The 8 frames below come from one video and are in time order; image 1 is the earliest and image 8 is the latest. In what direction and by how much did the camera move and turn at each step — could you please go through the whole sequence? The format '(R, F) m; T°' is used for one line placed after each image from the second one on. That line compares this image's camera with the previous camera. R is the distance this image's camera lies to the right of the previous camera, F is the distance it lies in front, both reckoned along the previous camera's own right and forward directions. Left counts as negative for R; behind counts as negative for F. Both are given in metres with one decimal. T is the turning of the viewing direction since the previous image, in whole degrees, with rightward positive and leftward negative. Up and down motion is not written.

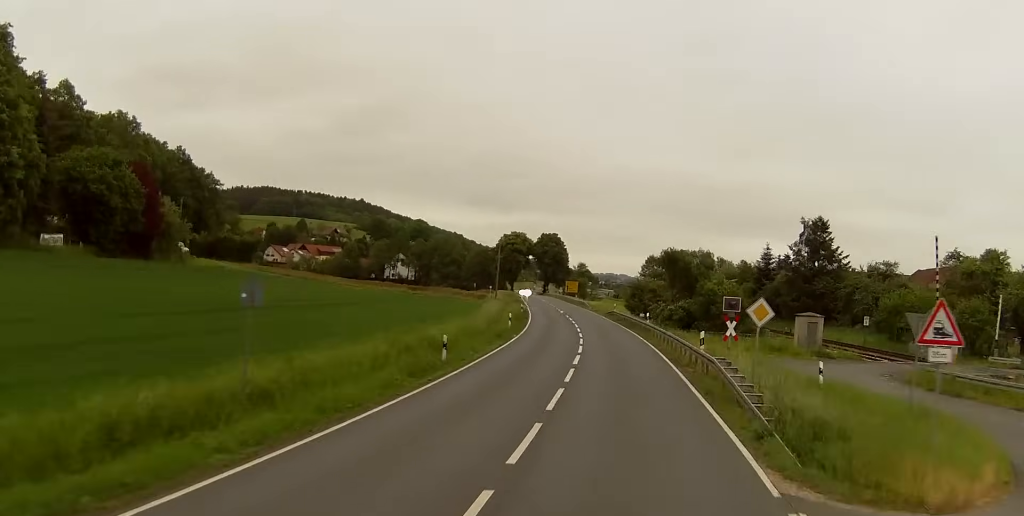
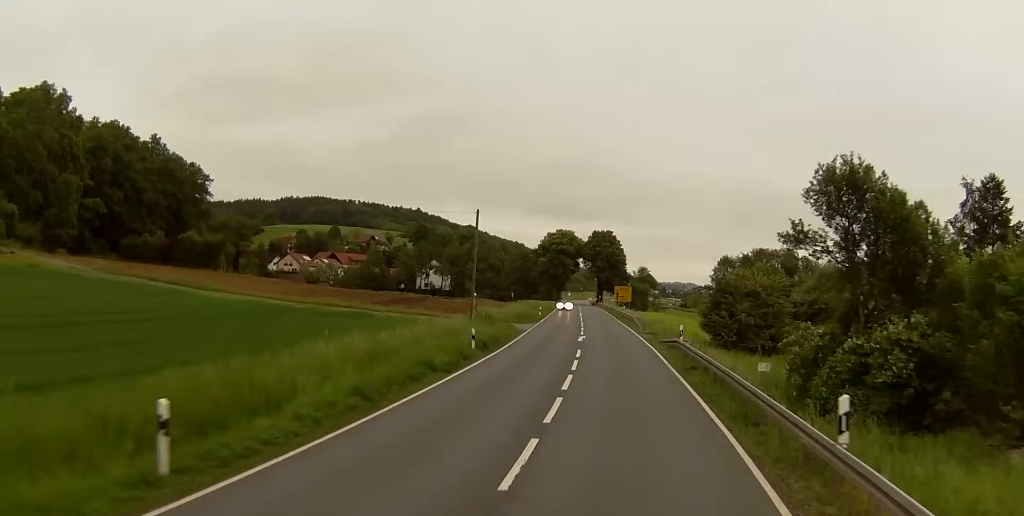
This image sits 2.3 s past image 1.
(-2.3, +43.3) m; -6°
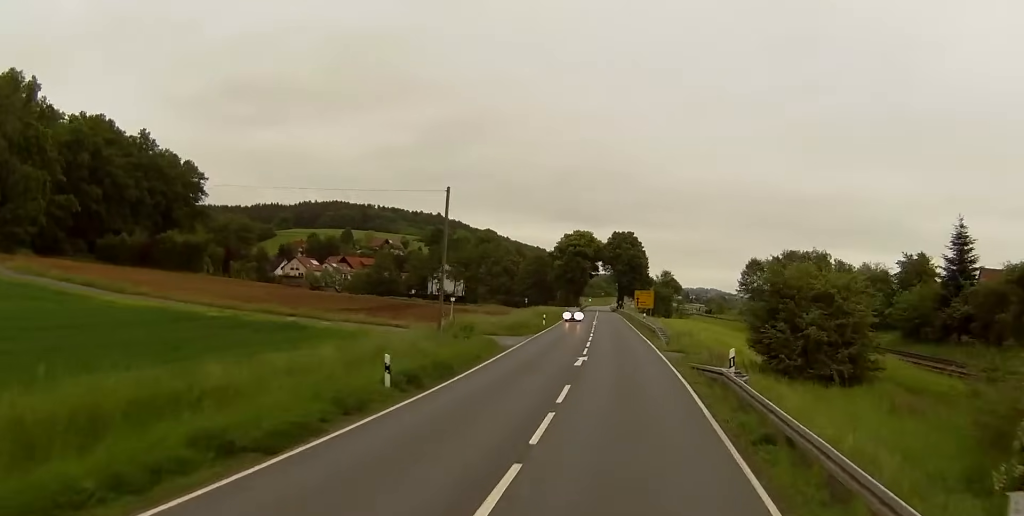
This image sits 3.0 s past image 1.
(-0.4, +14.1) m; -2°
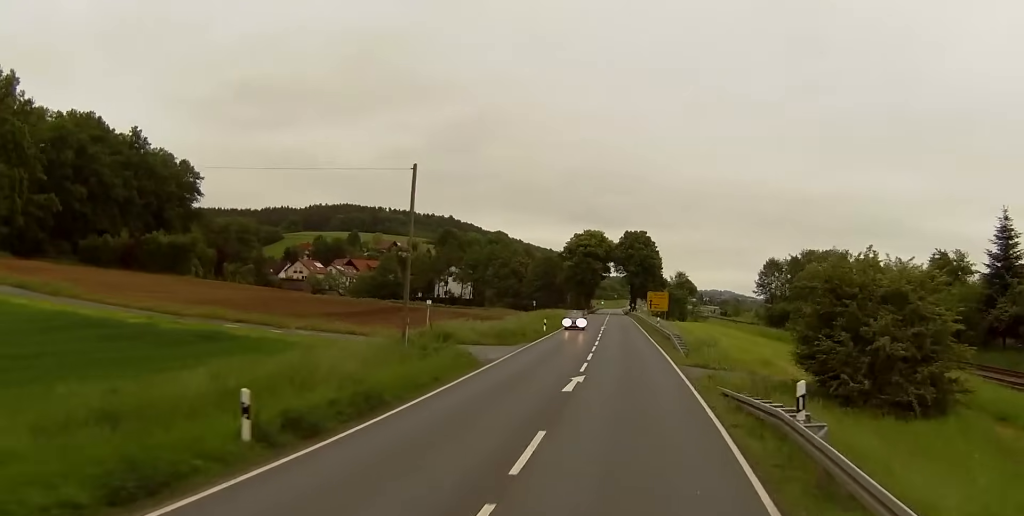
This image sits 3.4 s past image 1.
(0.0, +8.3) m; 0°
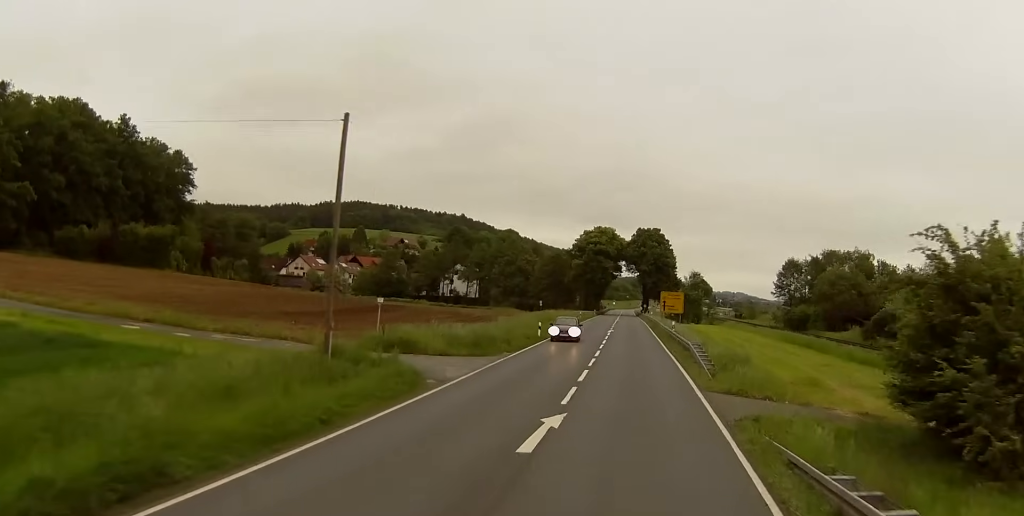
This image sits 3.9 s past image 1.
(0.0, +9.7) m; 0°
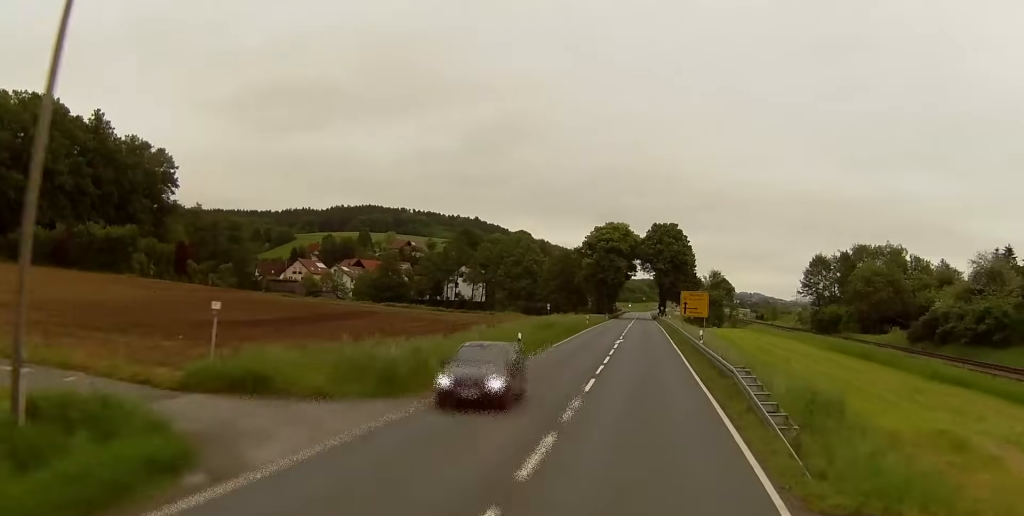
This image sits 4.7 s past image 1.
(0.0, +14.2) m; 0°
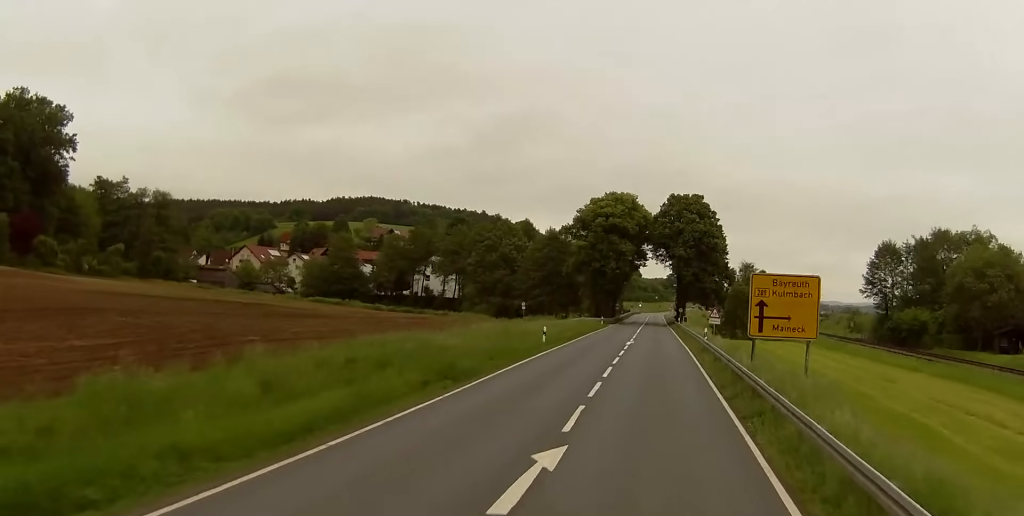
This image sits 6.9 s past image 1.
(-1.2, +43.4) m; -3°
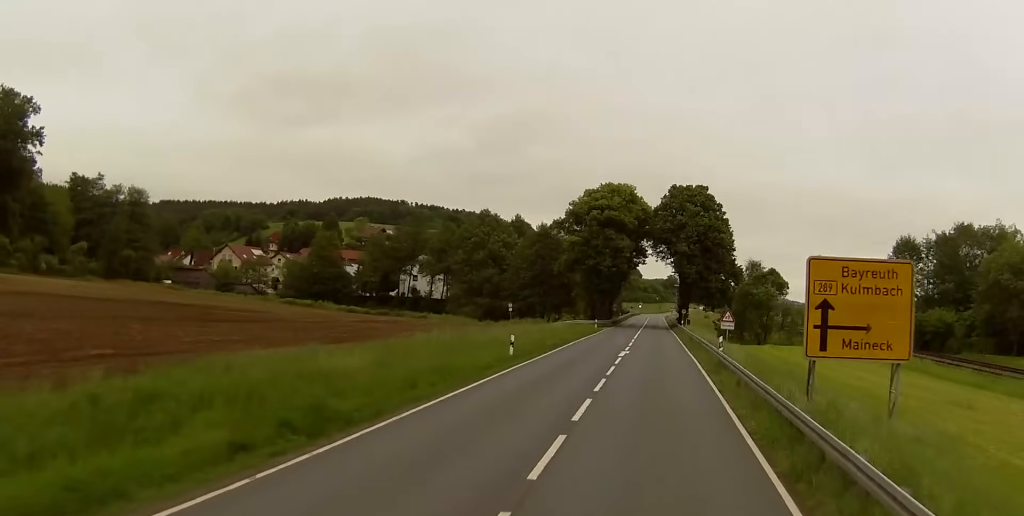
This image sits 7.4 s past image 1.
(0.0, +10.4) m; 0°
